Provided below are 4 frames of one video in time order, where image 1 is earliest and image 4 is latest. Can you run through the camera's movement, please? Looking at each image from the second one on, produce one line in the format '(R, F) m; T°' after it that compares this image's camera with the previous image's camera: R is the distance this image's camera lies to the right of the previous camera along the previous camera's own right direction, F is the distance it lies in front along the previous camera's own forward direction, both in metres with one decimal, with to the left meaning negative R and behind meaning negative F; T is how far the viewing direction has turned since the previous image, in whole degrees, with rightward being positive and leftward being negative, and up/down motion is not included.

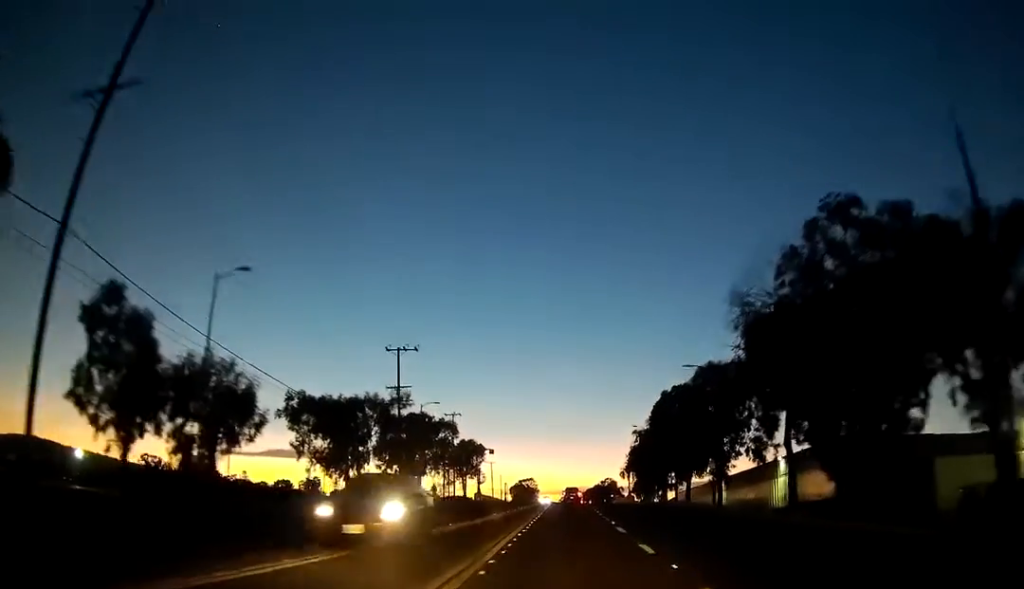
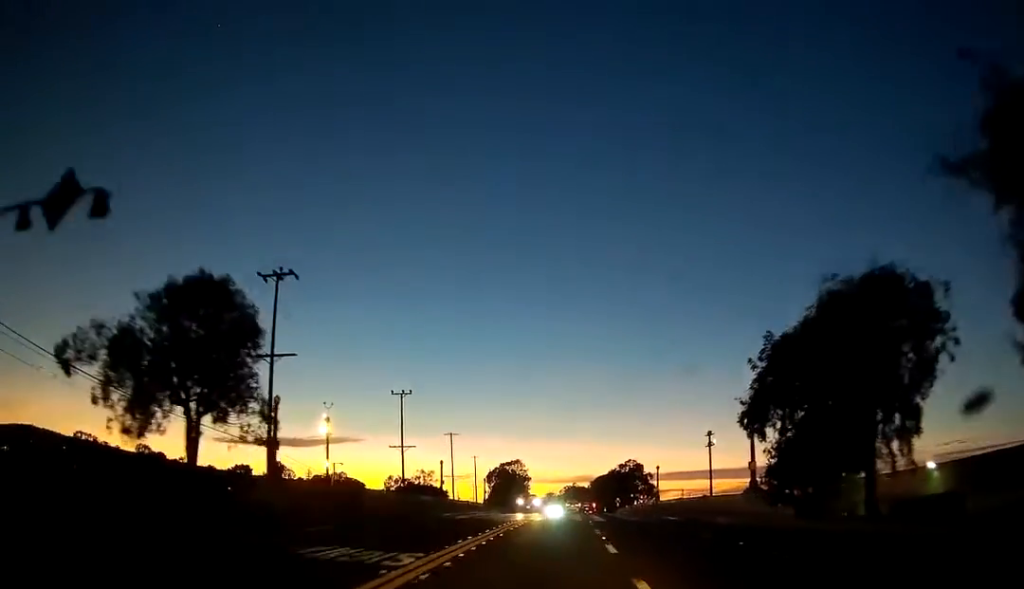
(+1.0, +82.1) m; 0°
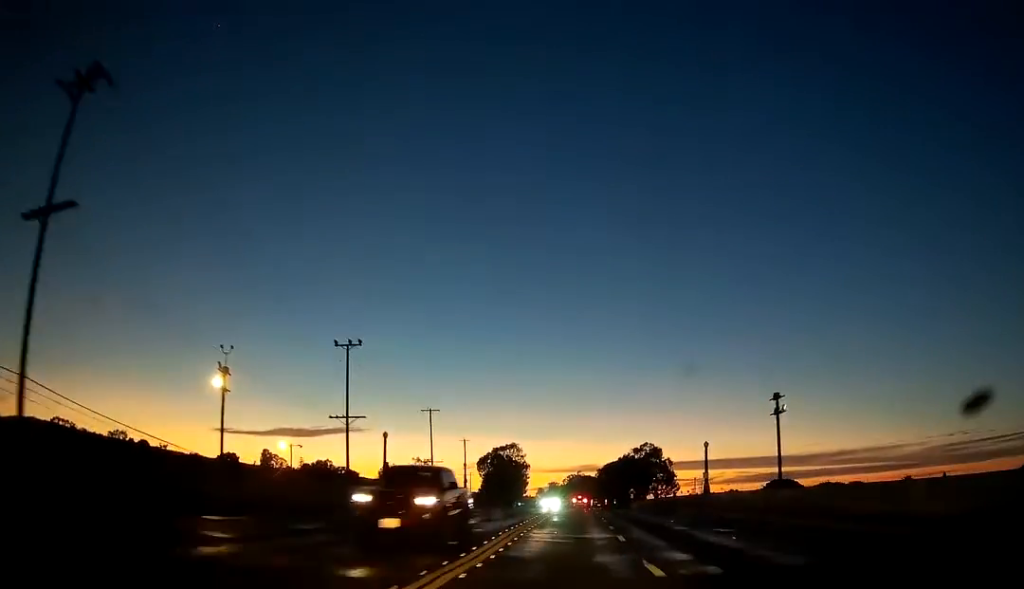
(-0.1, +26.9) m; 0°
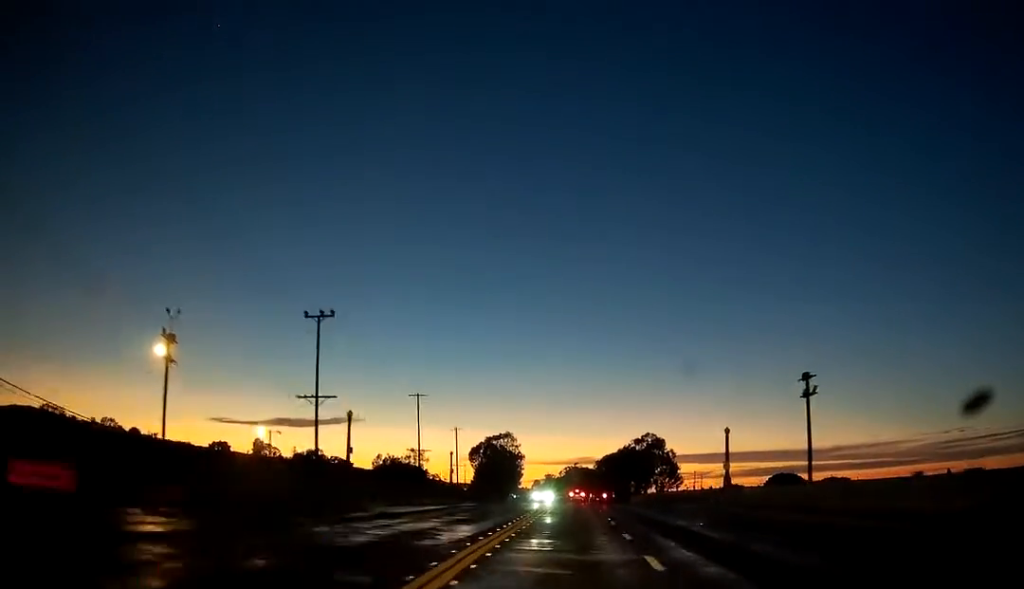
(0.0, +9.0) m; 0°
